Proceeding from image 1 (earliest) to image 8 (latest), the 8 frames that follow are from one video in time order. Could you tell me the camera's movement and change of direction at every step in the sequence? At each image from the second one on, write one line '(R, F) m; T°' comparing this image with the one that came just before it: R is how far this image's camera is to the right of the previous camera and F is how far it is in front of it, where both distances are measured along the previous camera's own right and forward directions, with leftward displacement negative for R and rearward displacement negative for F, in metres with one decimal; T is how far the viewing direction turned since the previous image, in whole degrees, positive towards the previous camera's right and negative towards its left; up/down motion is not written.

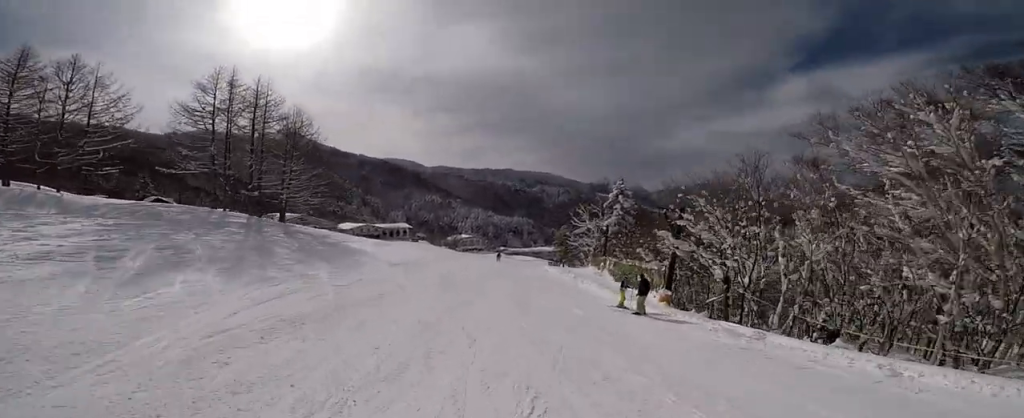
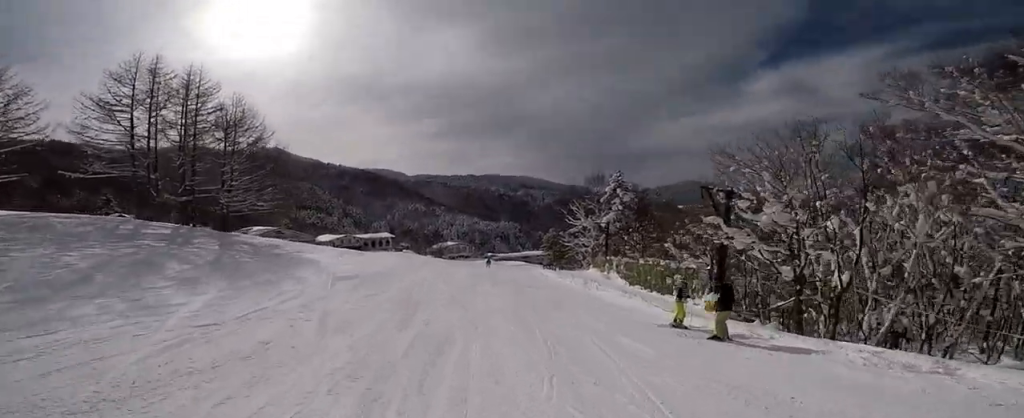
(0.0, +5.2) m; +1°
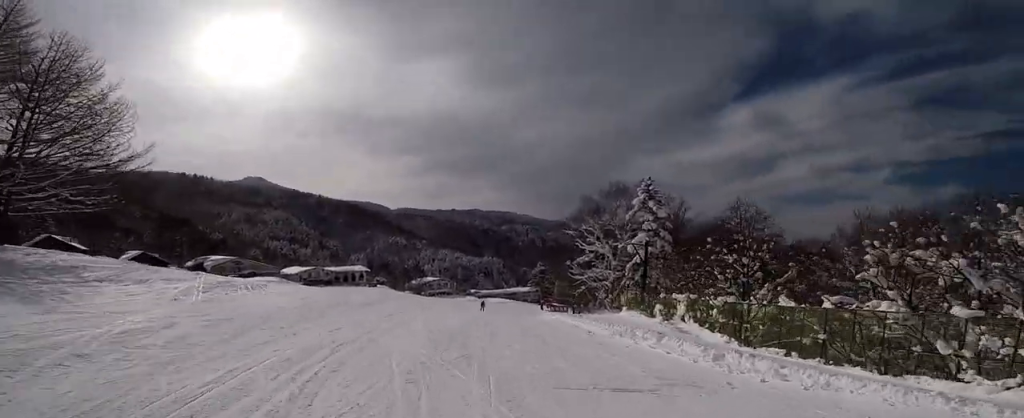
(+0.5, +12.6) m; +3°
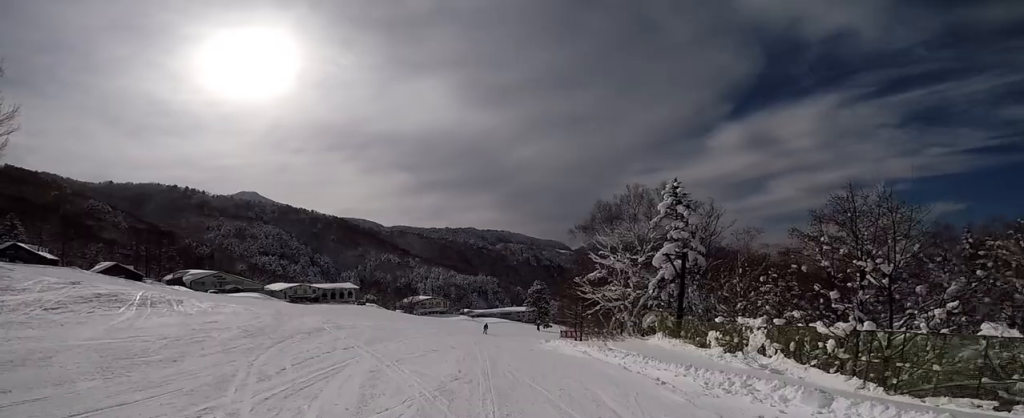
(0.0, +6.0) m; 0°
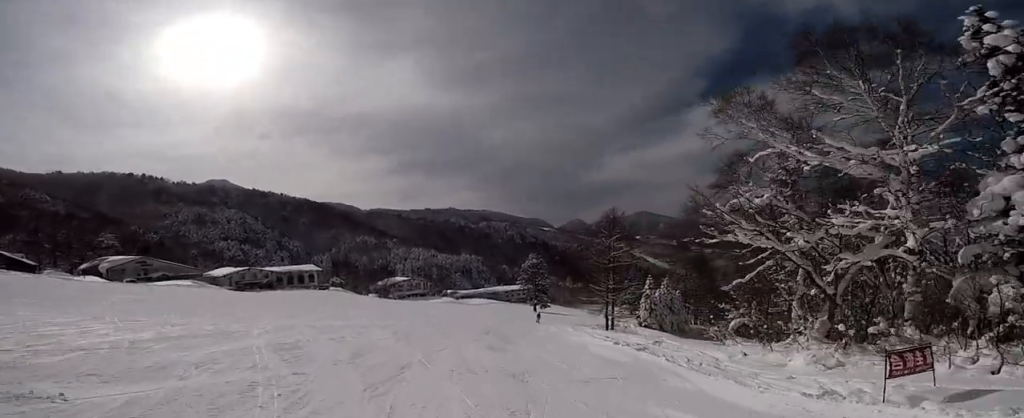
(0.0, +23.1) m; 0°
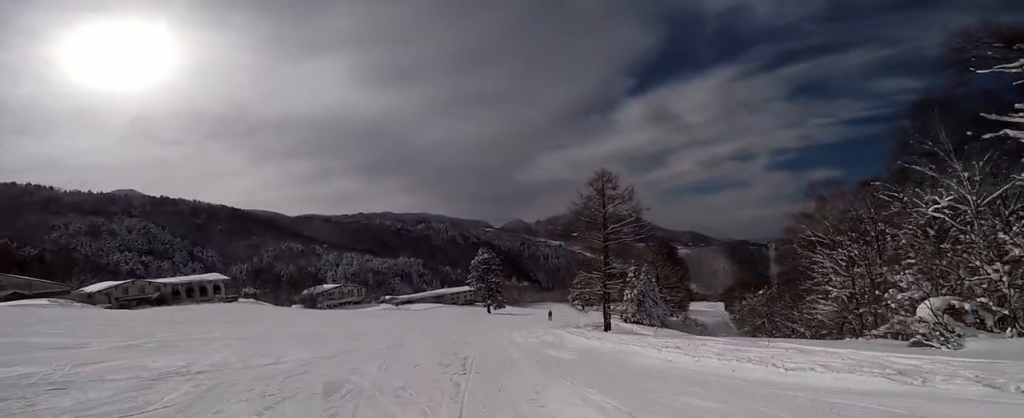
(0.0, +16.3) m; +8°
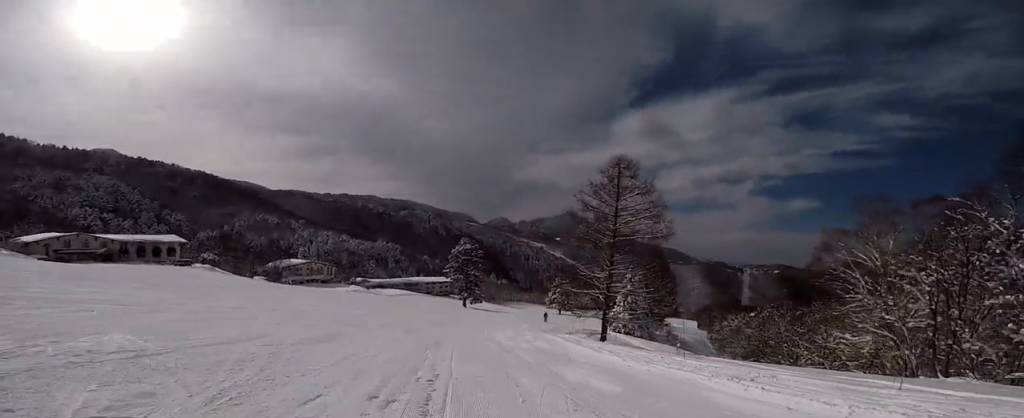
(+0.5, +6.5) m; +7°
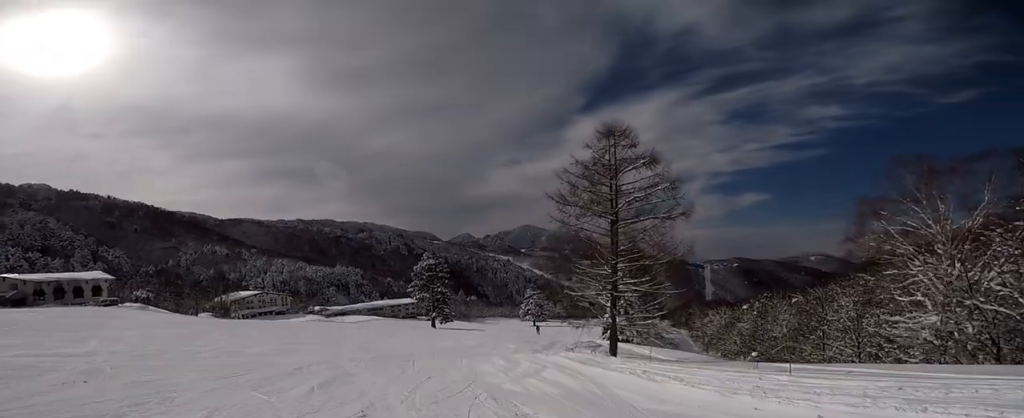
(+1.0, +8.0) m; +7°
